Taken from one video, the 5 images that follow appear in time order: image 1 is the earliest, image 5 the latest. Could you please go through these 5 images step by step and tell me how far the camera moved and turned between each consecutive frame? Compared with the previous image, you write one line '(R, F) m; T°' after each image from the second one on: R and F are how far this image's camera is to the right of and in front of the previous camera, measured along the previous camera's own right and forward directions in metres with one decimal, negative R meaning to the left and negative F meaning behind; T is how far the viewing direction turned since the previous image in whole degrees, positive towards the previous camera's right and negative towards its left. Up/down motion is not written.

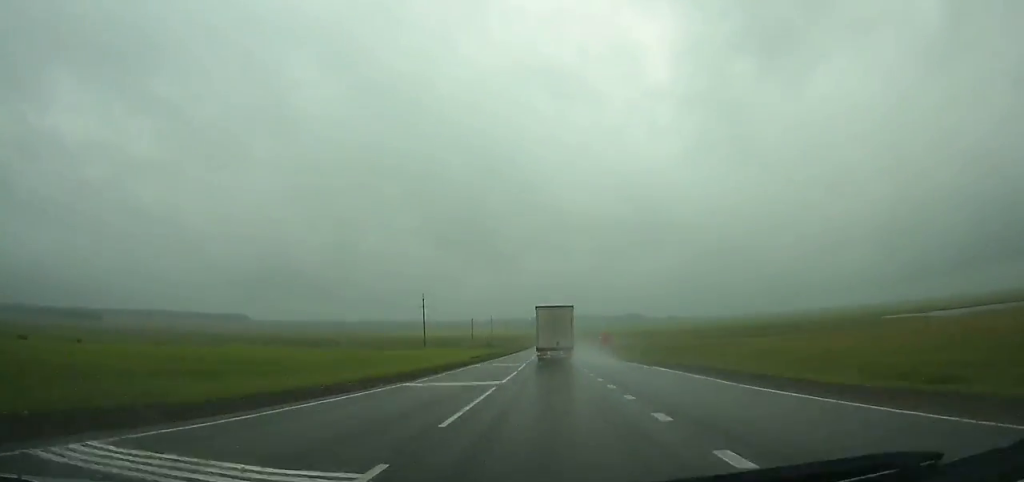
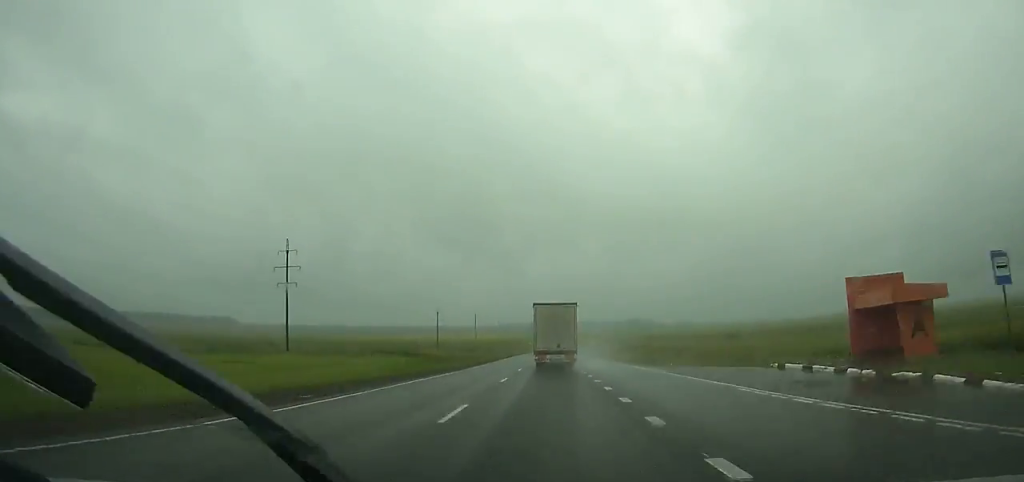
(-0.1, +123.9) m; 0°
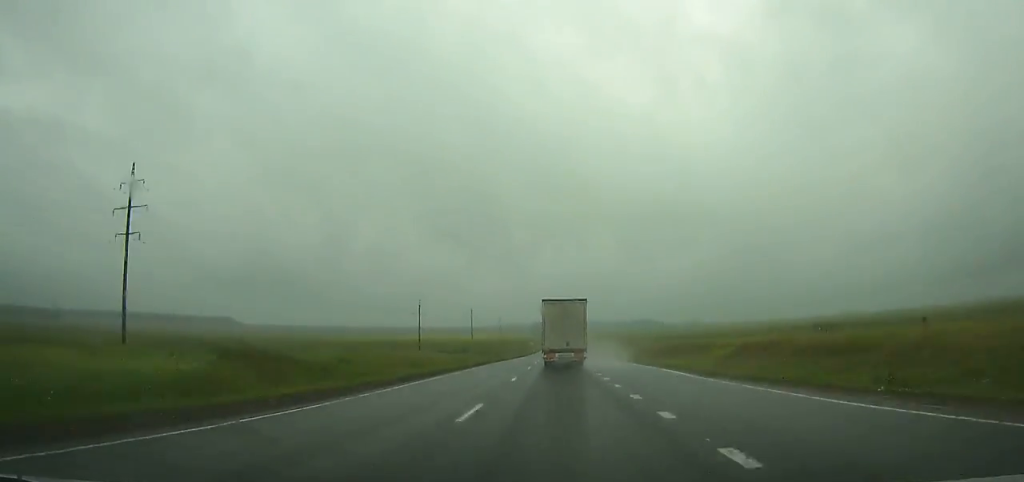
(-0.1, +48.6) m; 0°
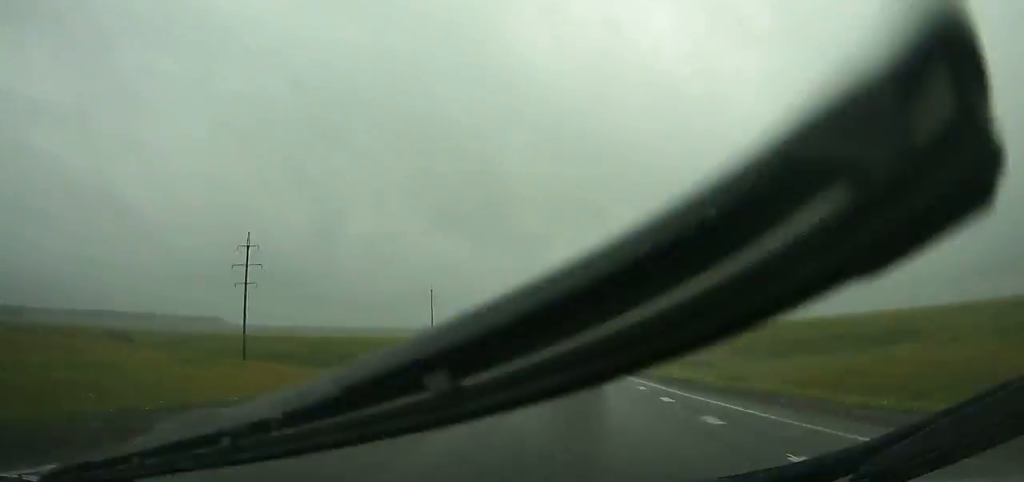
(-0.2, +130.3) m; 0°
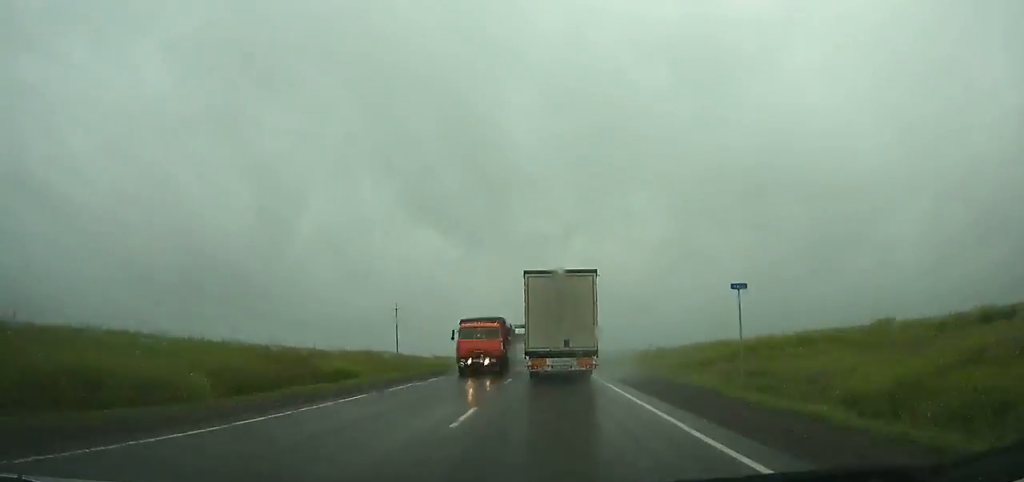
(+1.4, +243.8) m; 0°
